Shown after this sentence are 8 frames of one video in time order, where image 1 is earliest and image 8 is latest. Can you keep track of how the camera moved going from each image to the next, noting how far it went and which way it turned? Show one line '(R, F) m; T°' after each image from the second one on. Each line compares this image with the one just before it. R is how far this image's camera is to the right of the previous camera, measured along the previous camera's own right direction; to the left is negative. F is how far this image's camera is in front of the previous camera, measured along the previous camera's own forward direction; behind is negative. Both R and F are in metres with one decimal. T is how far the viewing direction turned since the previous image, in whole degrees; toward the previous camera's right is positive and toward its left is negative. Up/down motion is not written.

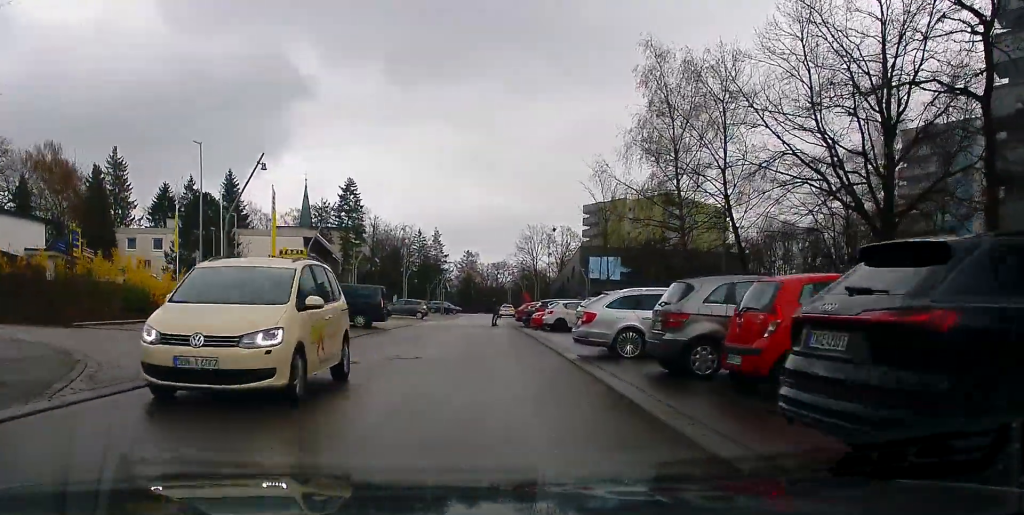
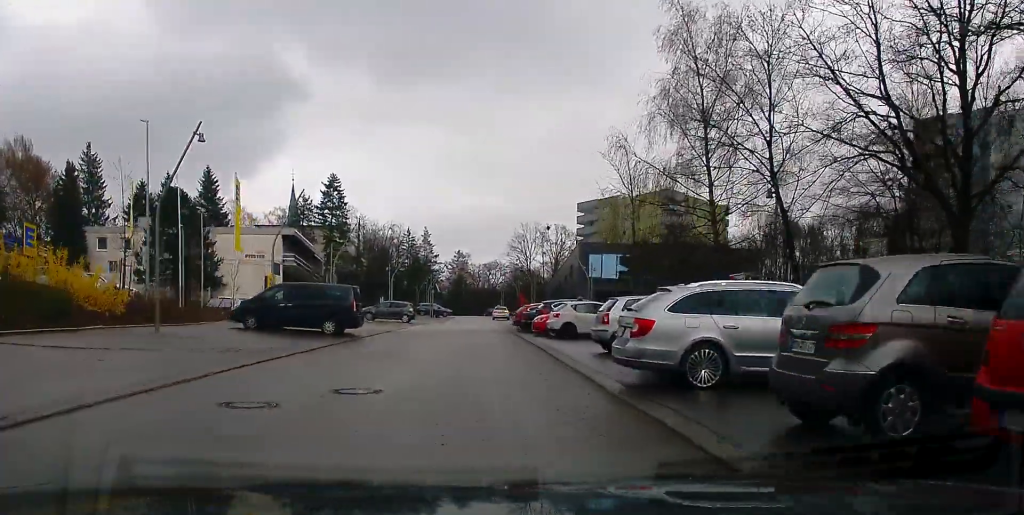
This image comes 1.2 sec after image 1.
(+0.2, +5.8) m; +3°
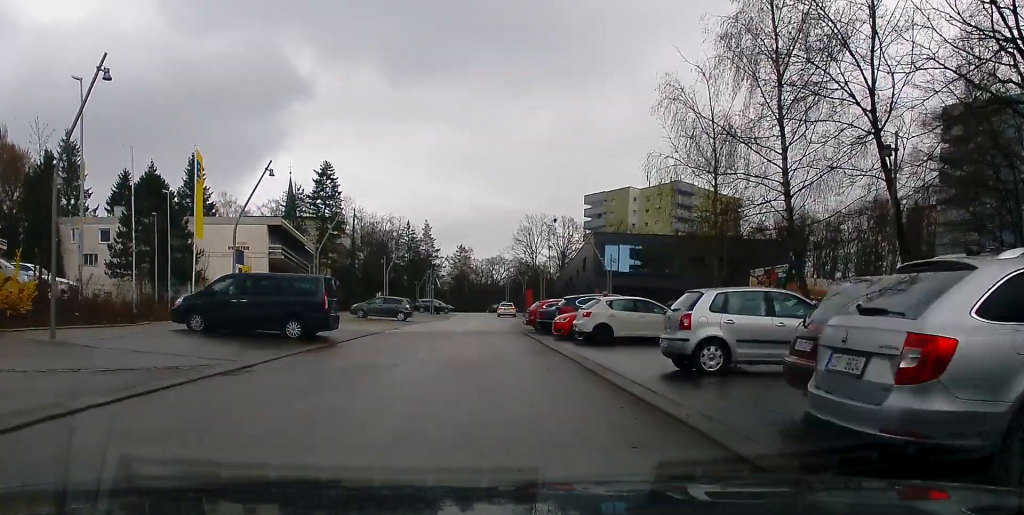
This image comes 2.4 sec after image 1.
(0.0, +6.1) m; +3°
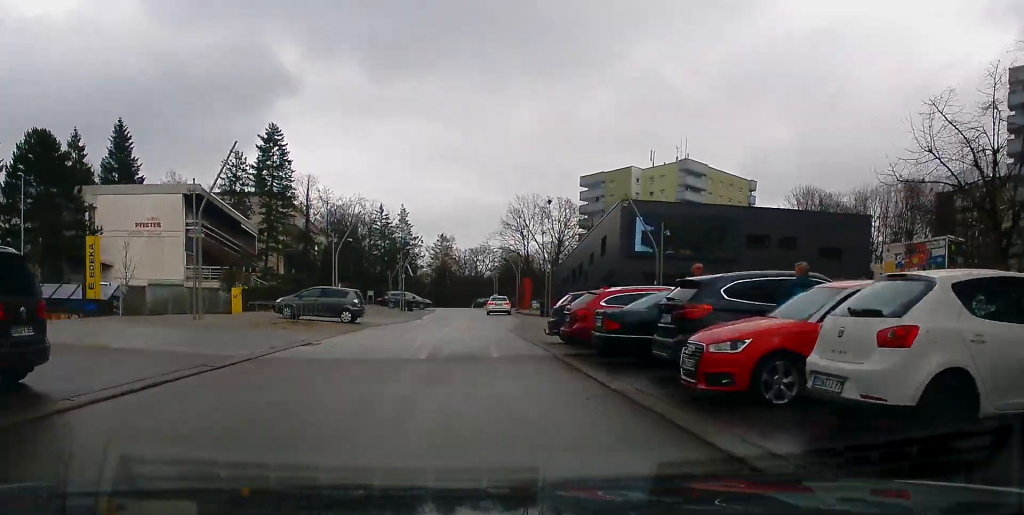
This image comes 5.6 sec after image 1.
(+0.8, +16.3) m; +3°
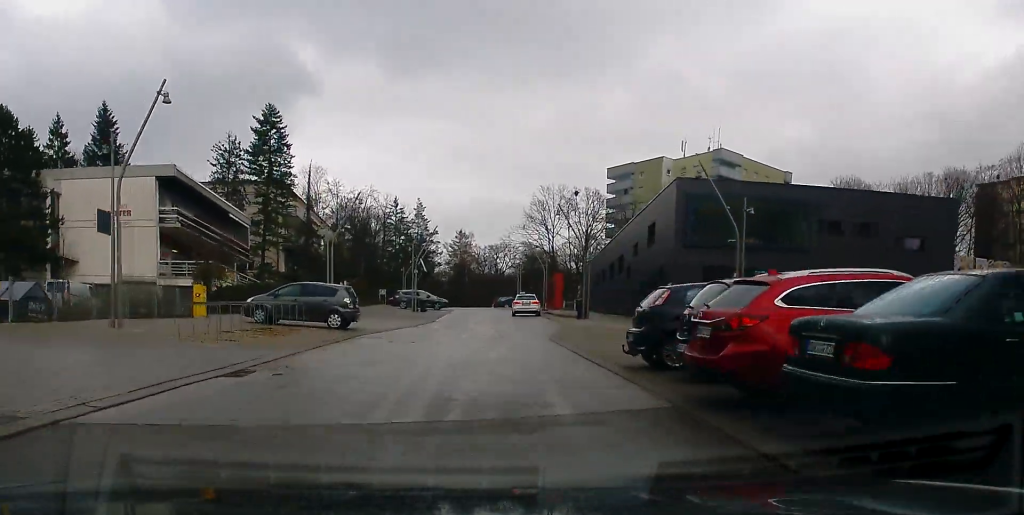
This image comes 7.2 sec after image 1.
(0.0, +8.4) m; 0°
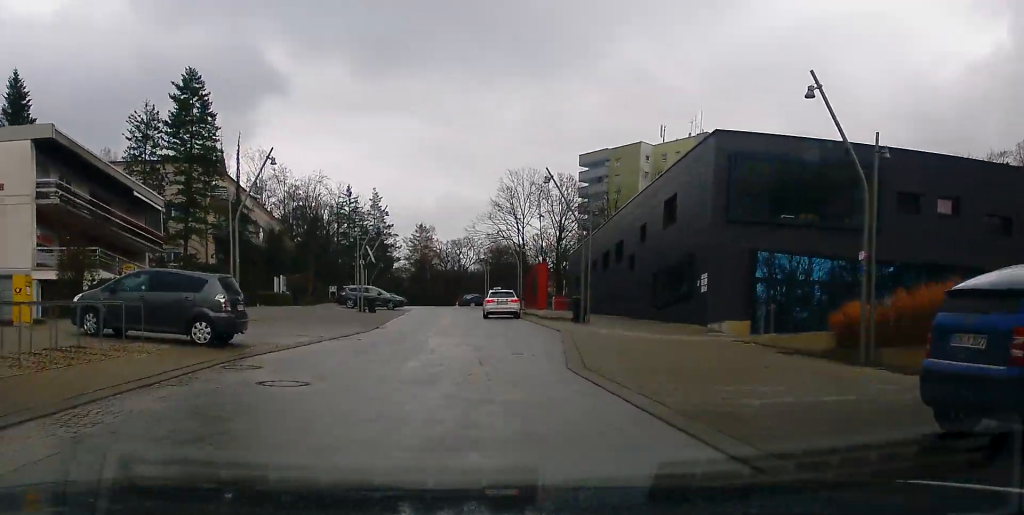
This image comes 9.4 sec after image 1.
(-0.1, +12.4) m; +2°
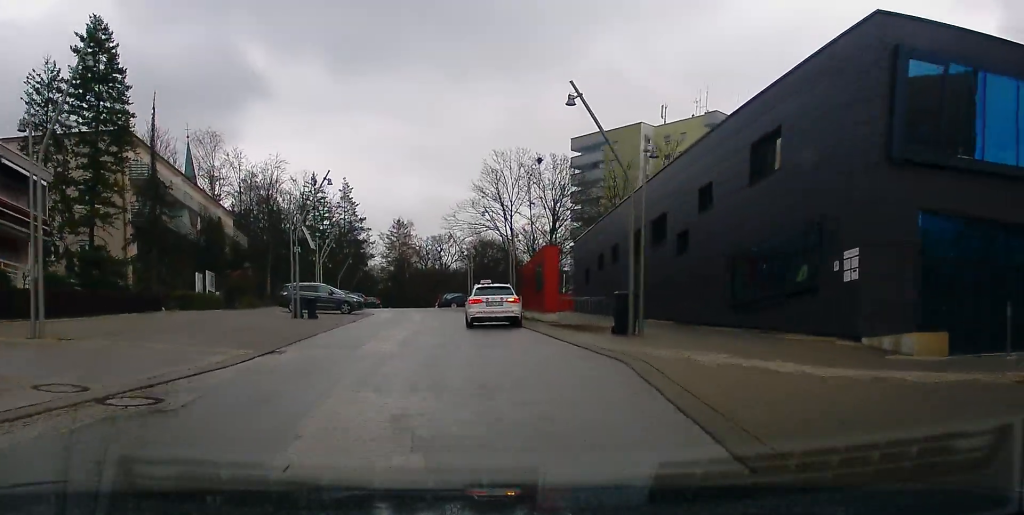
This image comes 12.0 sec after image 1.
(+0.3, +14.3) m; -2°
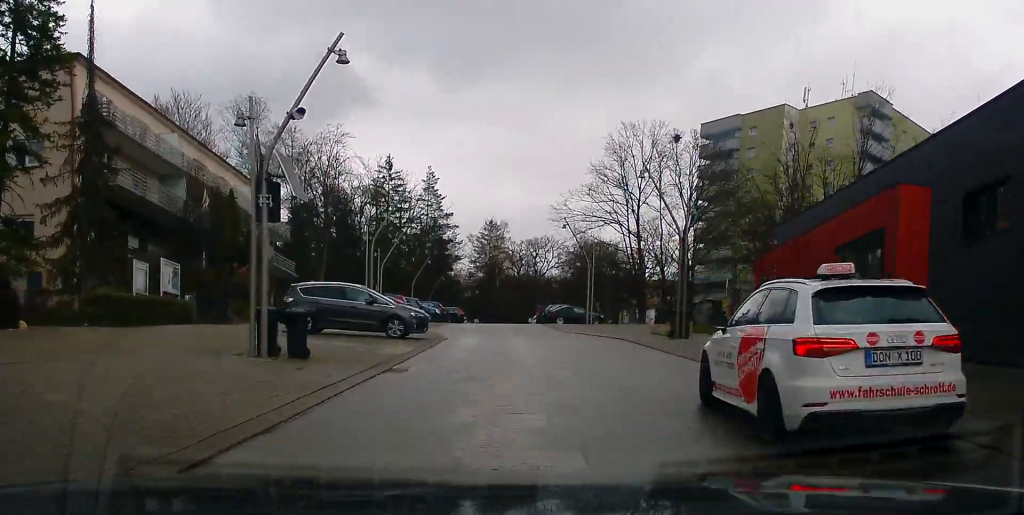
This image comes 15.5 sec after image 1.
(-0.9, +20.1) m; -1°
